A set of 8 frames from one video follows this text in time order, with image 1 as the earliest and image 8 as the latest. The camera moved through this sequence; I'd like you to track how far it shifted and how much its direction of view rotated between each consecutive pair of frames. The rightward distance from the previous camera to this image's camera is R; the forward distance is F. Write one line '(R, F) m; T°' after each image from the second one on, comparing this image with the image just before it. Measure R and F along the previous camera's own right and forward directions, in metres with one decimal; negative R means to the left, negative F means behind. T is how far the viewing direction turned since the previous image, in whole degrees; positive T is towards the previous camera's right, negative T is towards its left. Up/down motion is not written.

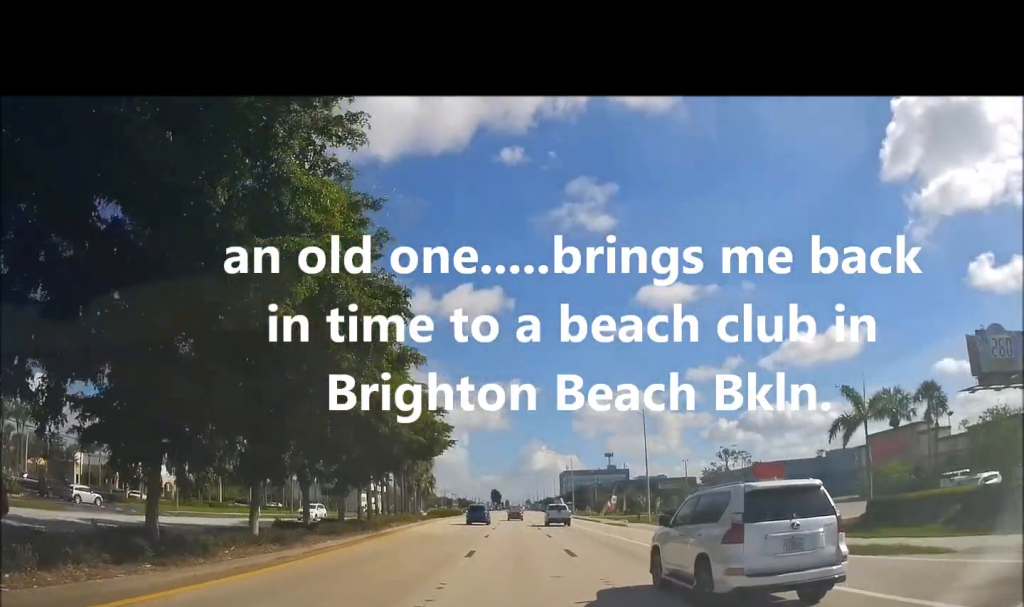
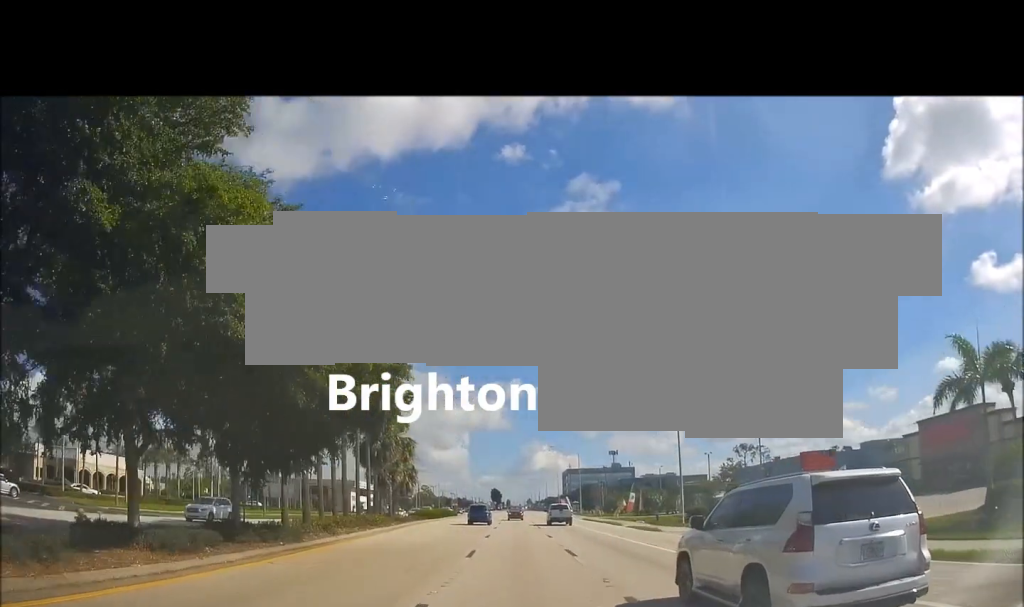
(-0.1, +12.3) m; 0°
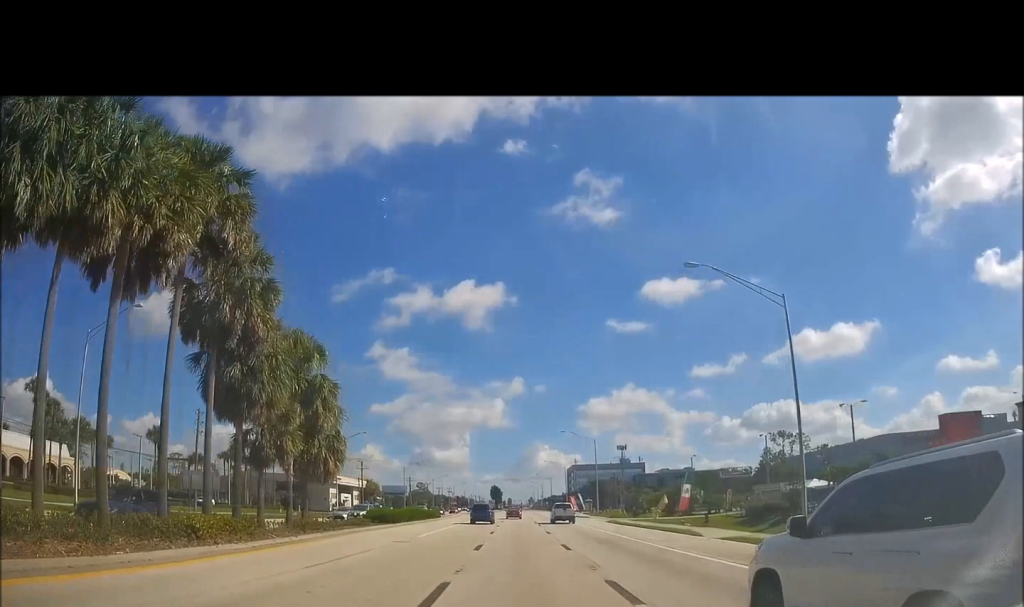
(-0.3, +22.2) m; 0°
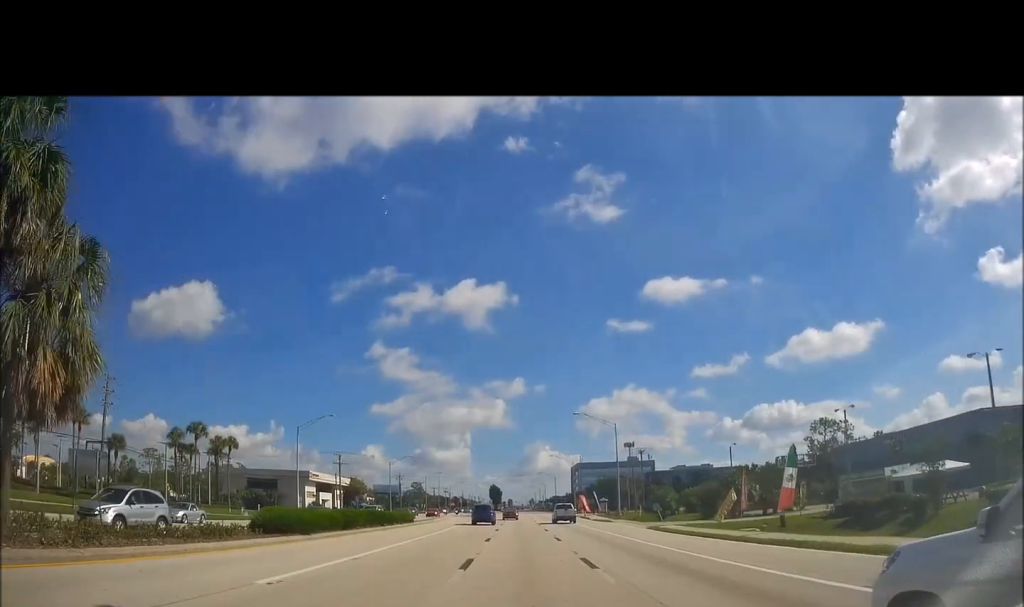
(-0.1, +19.0) m; +1°
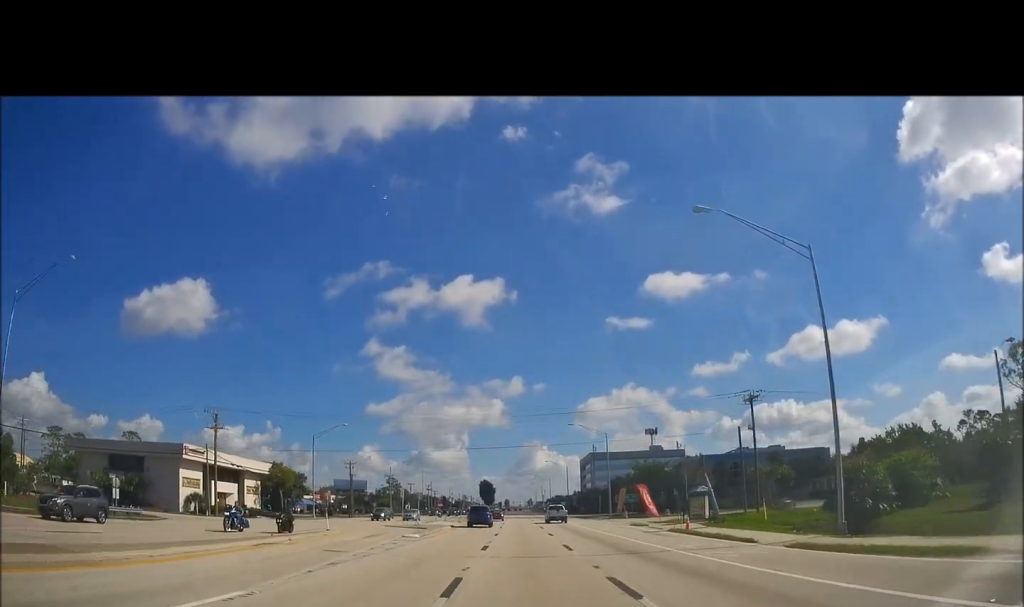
(-0.1, +54.3) m; -1°
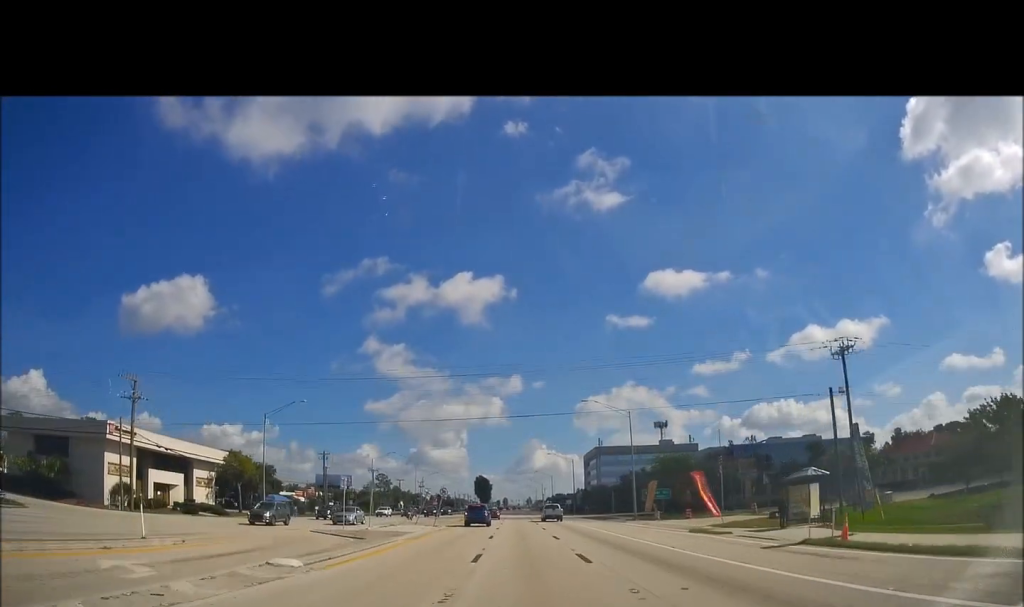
(0.0, +18.0) m; 0°
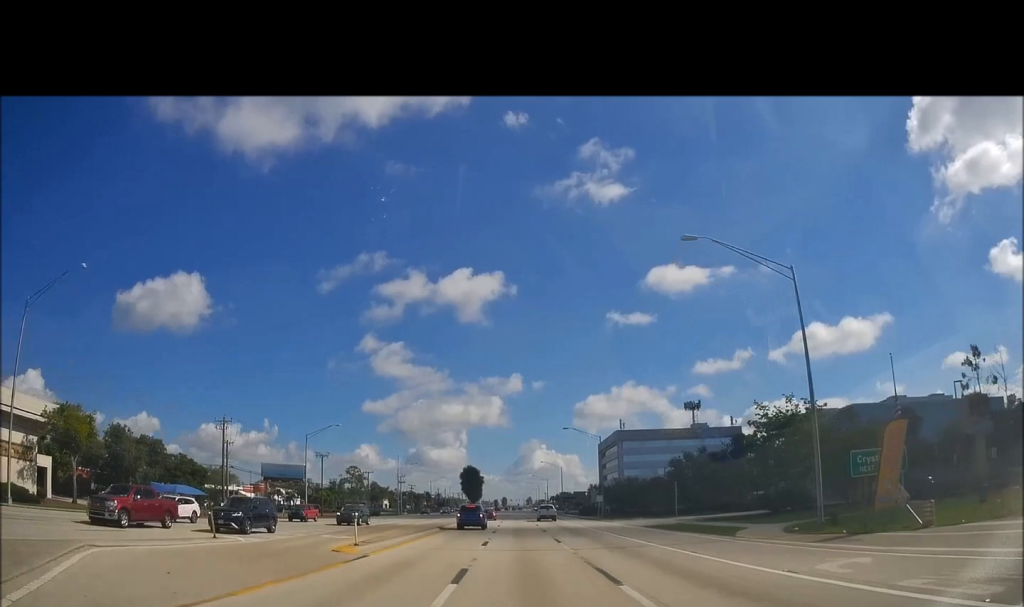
(+0.6, +41.7) m; +1°
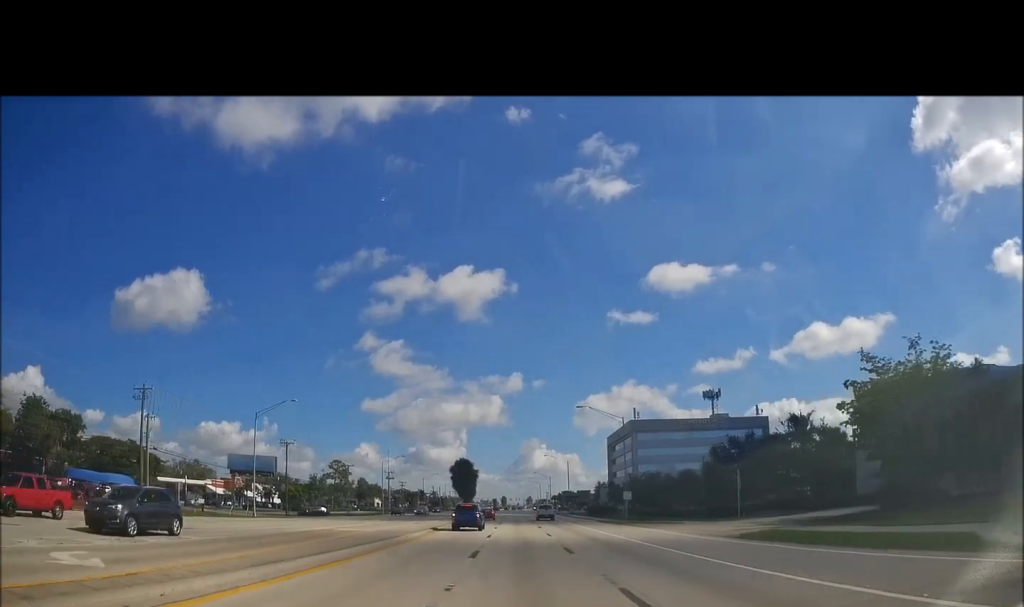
(0.0, +18.6) m; 0°
